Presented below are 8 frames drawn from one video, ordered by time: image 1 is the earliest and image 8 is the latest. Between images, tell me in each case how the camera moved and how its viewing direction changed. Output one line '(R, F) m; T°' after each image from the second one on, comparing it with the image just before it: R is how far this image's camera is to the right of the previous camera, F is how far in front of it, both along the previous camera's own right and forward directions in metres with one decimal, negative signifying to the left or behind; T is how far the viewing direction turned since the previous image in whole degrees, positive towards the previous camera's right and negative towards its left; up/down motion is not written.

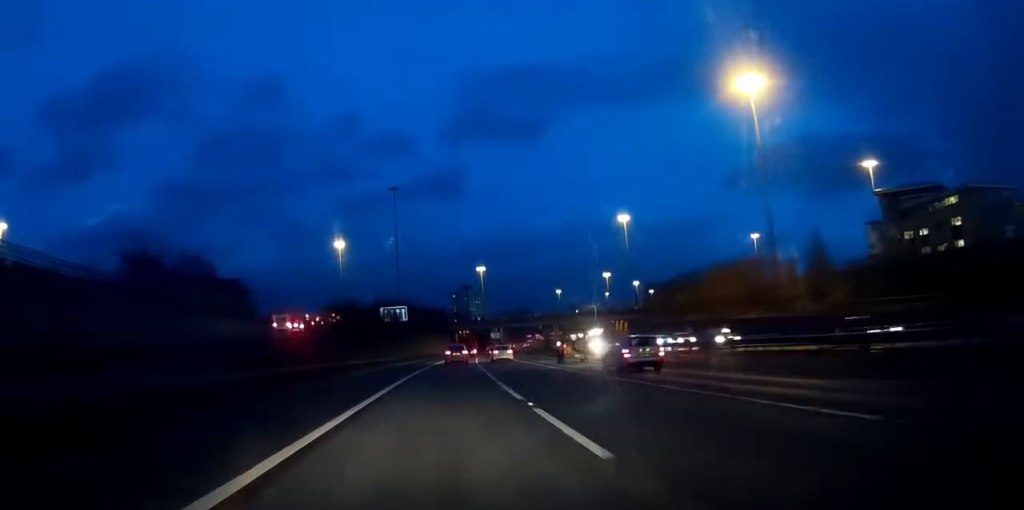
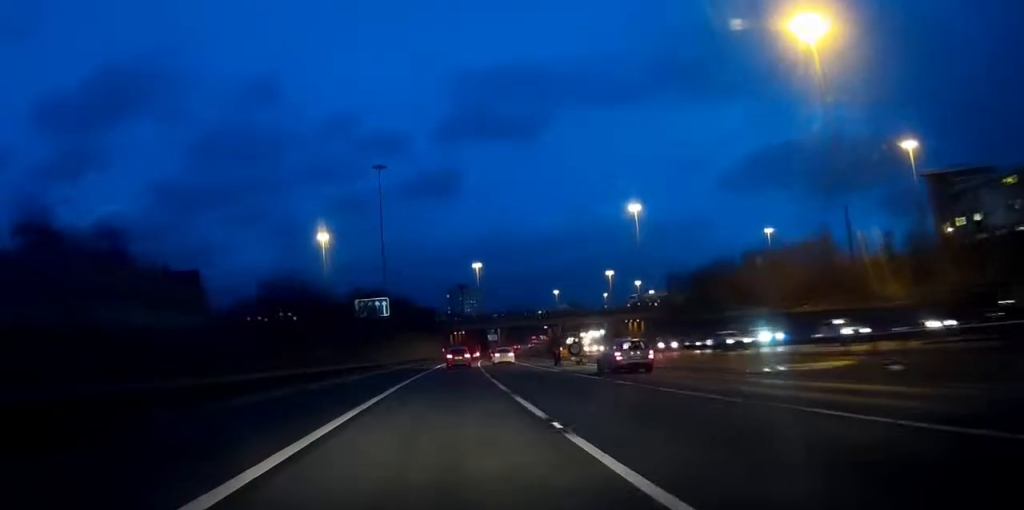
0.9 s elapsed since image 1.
(-0.5, +22.3) m; -1°
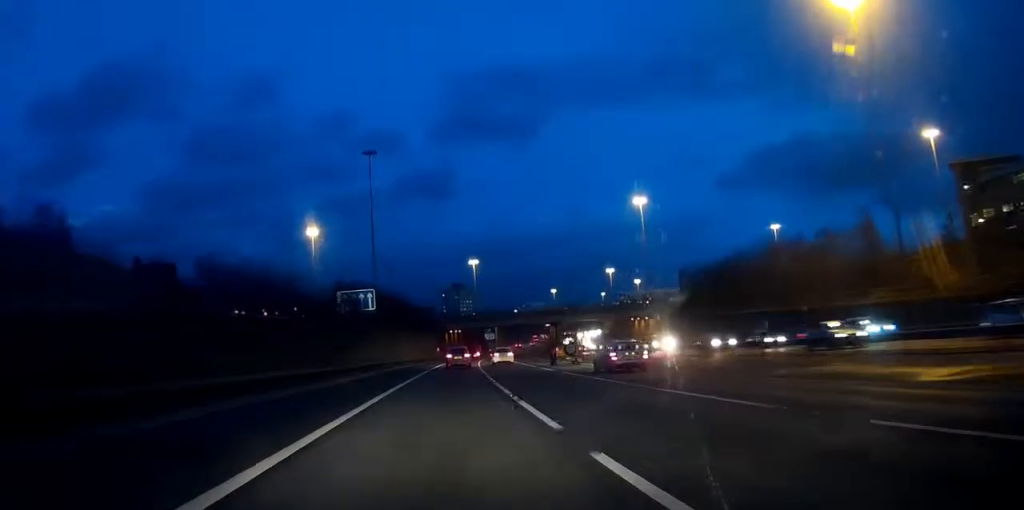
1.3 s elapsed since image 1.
(0.0, +10.5) m; 0°
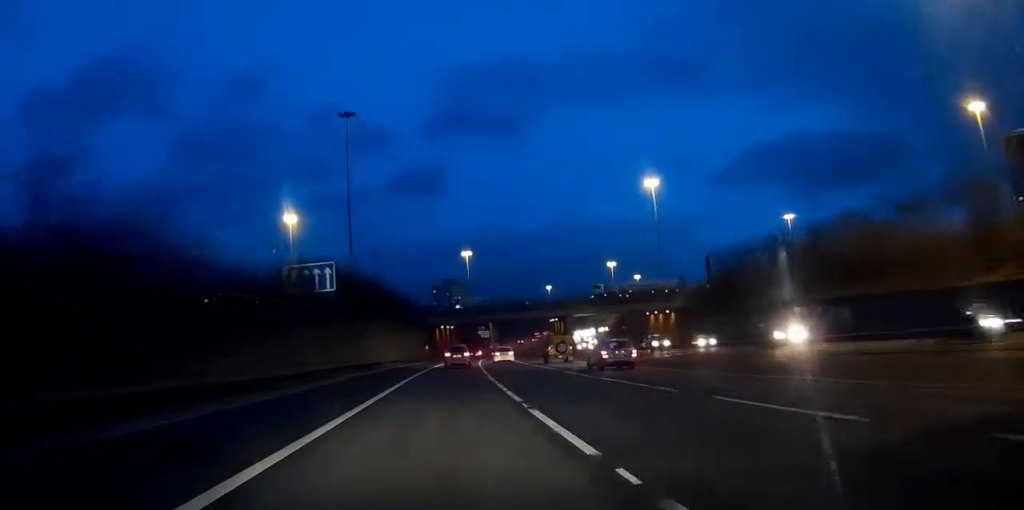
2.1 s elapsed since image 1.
(0.0, +21.3) m; +1°
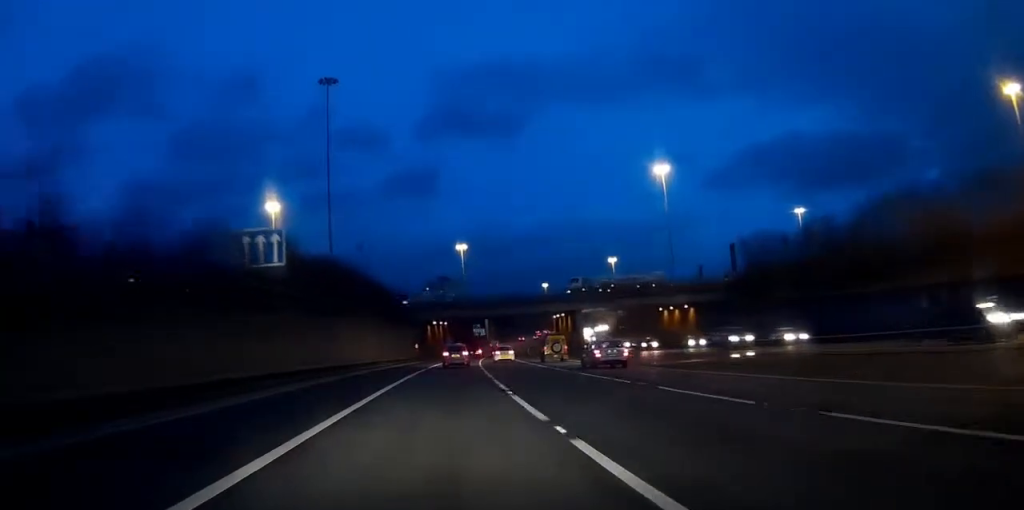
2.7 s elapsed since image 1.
(-0.1, +14.2) m; +1°
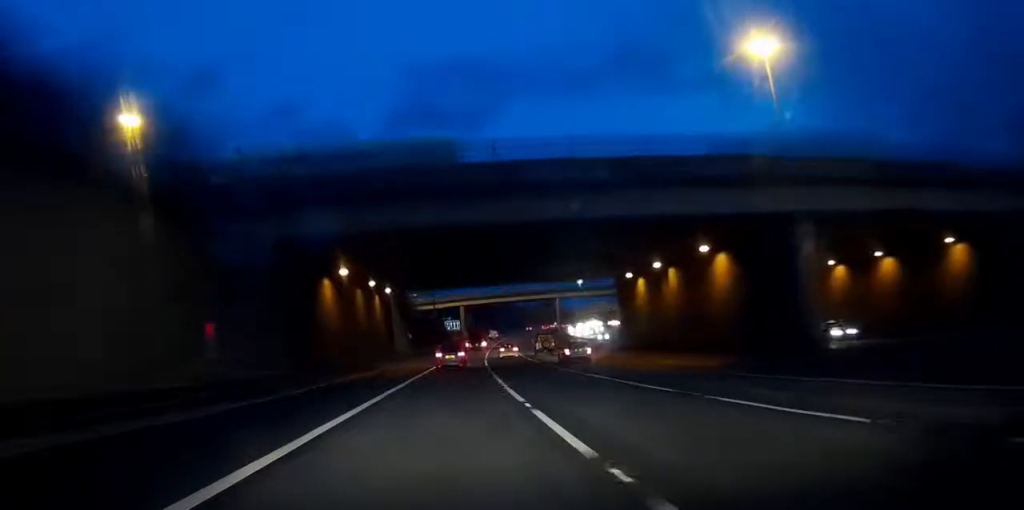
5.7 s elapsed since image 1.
(+2.8, +74.7) m; +3°
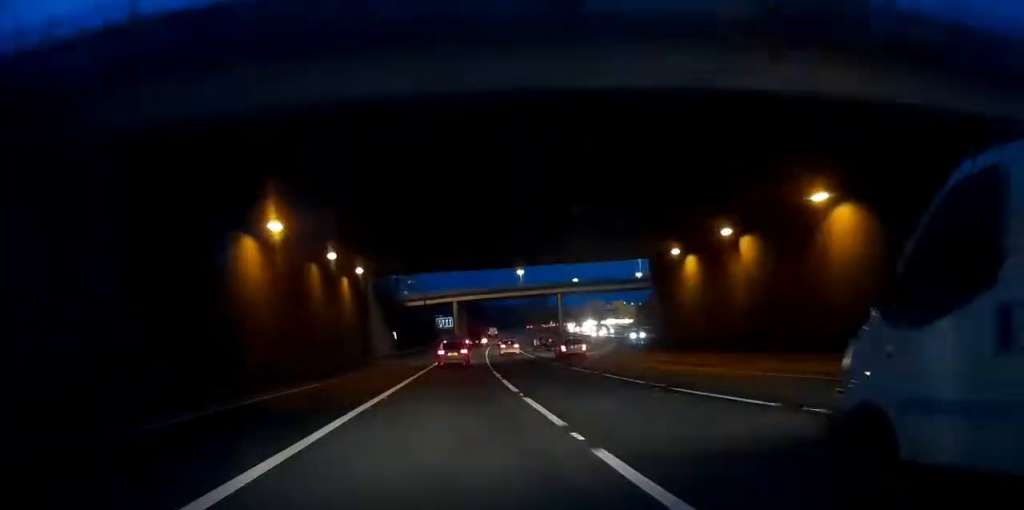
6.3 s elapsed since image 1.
(+0.1, +15.2) m; +1°
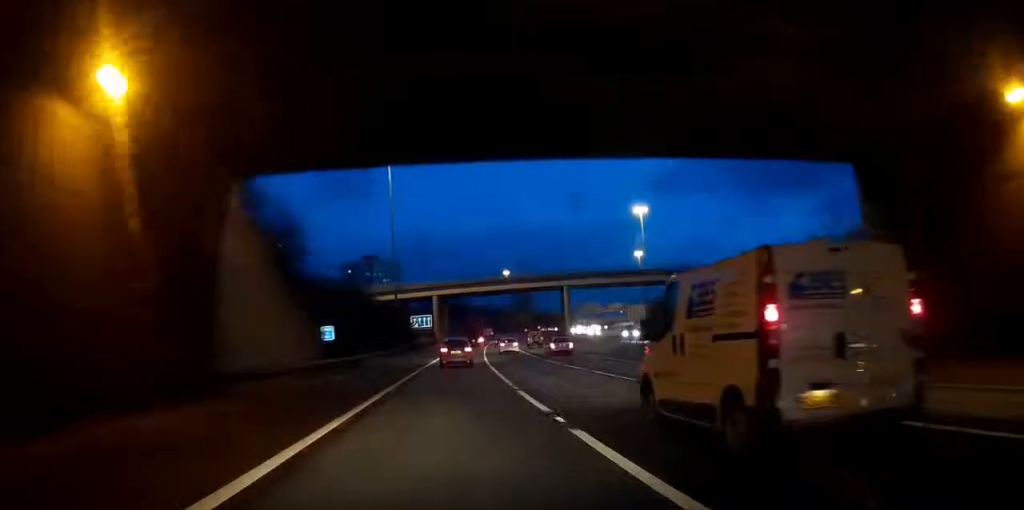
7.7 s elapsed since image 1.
(+0.4, +33.6) m; +2°
